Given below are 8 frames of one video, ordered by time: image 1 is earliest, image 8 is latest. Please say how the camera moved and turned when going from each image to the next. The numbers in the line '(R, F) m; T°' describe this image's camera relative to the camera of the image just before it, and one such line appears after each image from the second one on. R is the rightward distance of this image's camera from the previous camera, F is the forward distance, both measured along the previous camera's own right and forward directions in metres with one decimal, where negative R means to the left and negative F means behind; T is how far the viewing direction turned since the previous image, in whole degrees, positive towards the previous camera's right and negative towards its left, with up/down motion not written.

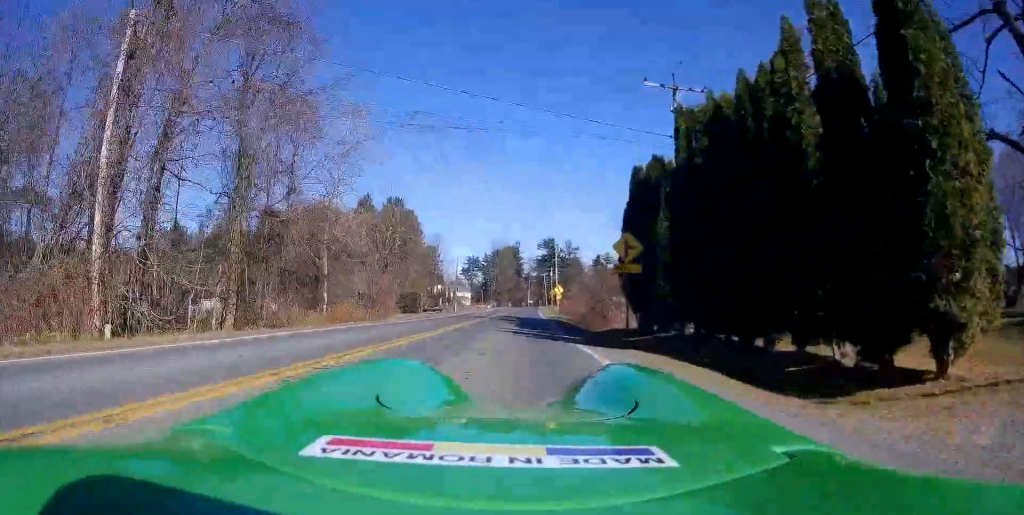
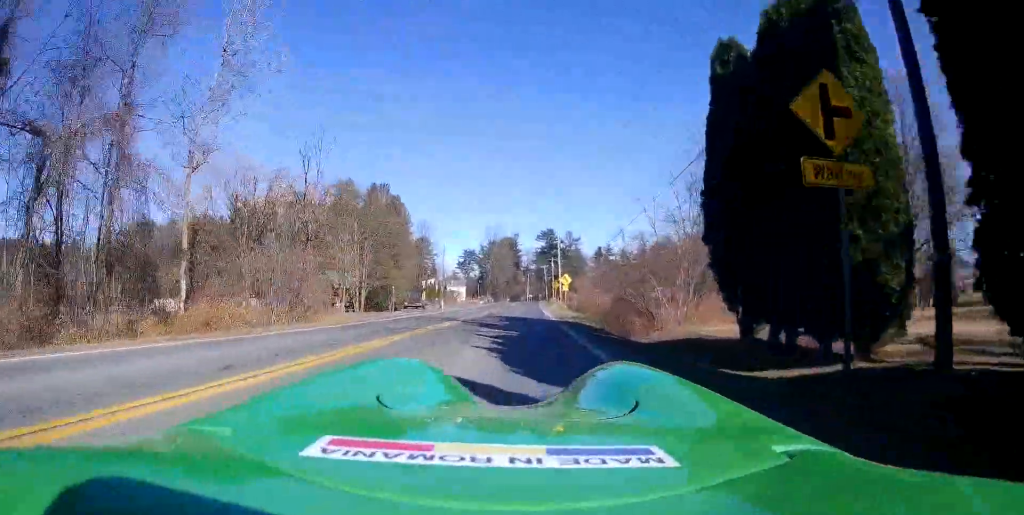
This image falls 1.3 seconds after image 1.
(+0.5, +13.1) m; +1°
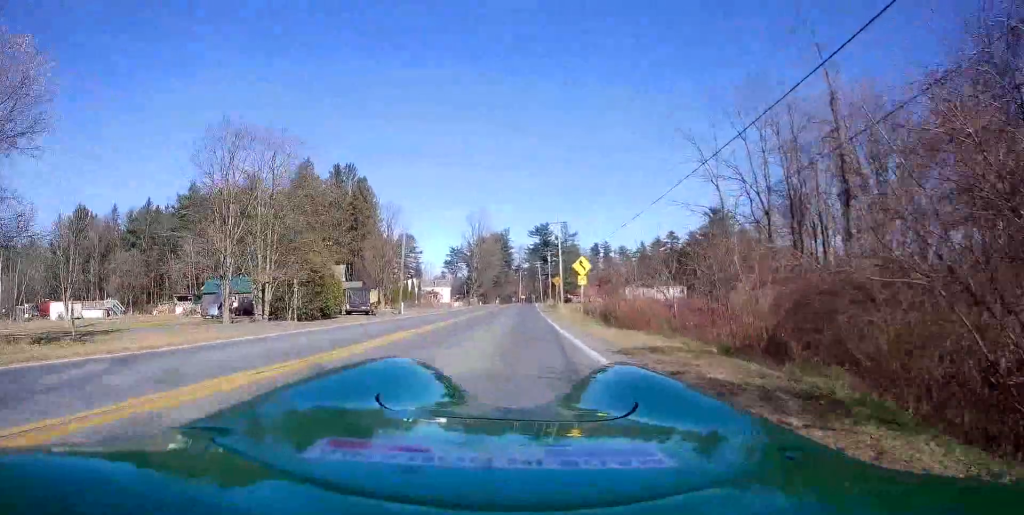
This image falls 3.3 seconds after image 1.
(-1.2, +20.9) m; -3°
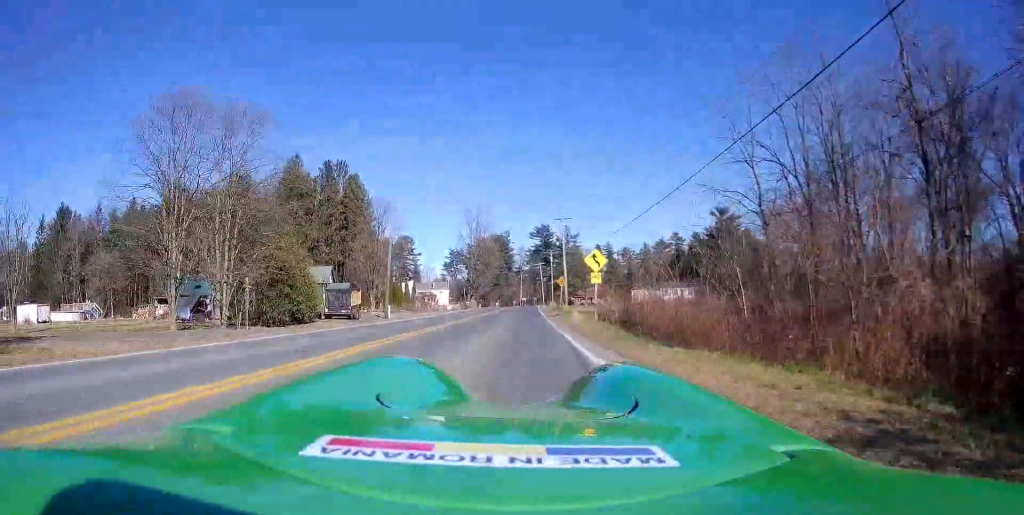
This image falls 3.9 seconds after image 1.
(+0.1, +5.6) m; 0°
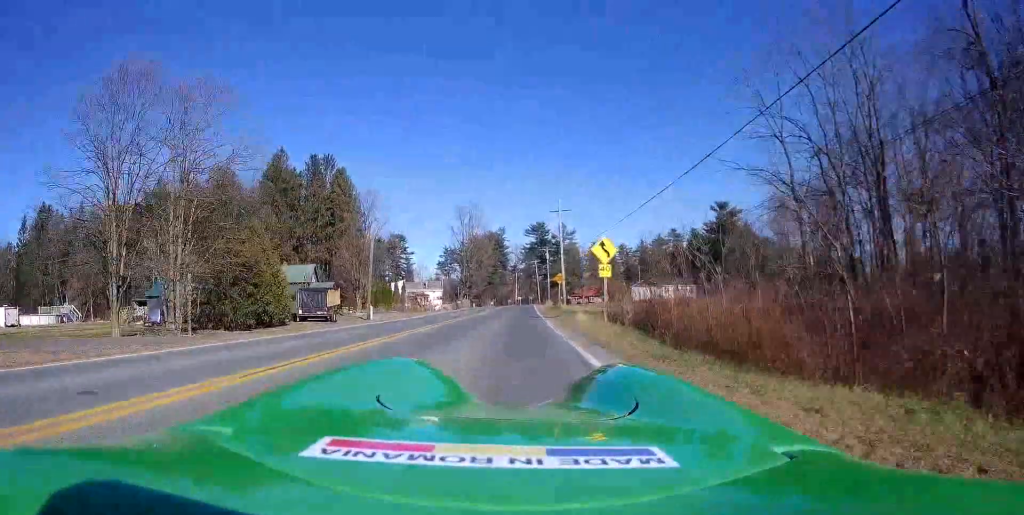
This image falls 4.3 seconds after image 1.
(+0.1, +4.7) m; 0°
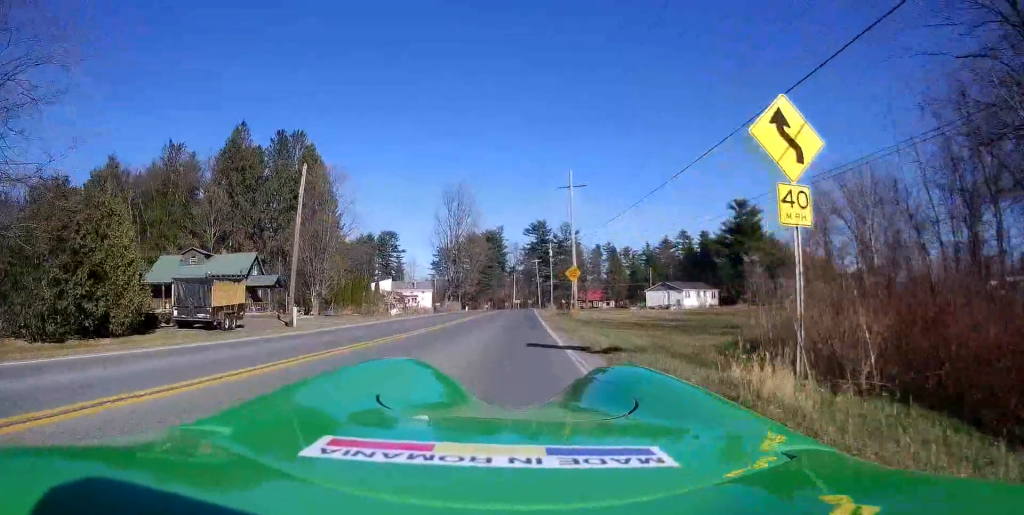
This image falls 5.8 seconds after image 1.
(-0.2, +15.5) m; +1°
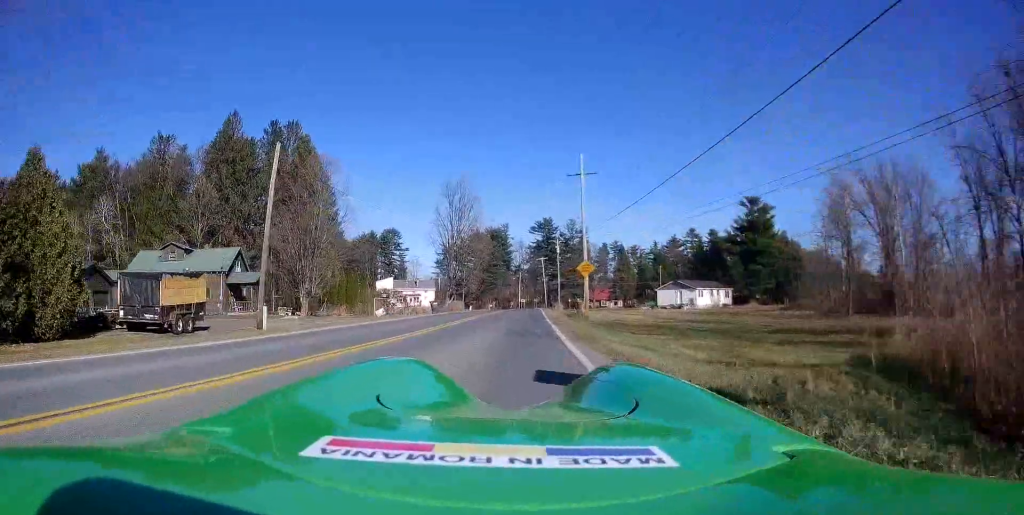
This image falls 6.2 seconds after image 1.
(+0.1, +4.3) m; +1°
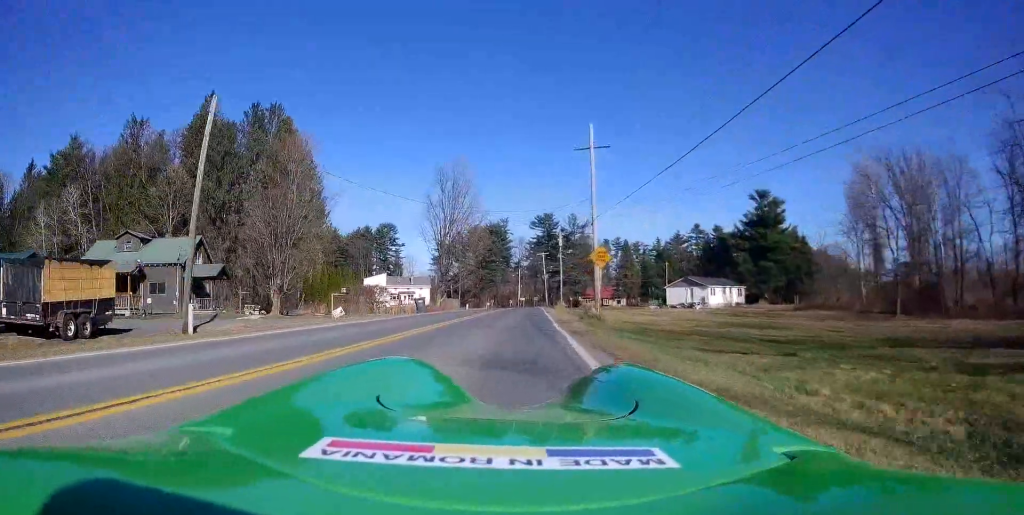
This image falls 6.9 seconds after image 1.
(+0.1, +6.5) m; 0°
